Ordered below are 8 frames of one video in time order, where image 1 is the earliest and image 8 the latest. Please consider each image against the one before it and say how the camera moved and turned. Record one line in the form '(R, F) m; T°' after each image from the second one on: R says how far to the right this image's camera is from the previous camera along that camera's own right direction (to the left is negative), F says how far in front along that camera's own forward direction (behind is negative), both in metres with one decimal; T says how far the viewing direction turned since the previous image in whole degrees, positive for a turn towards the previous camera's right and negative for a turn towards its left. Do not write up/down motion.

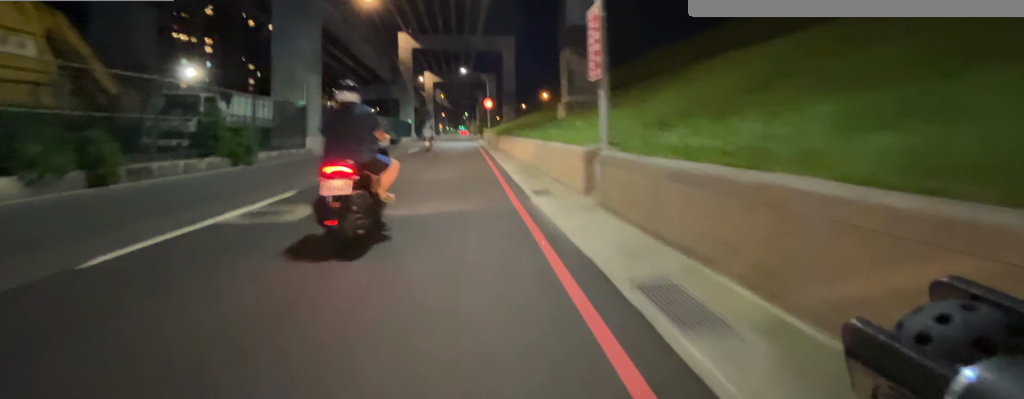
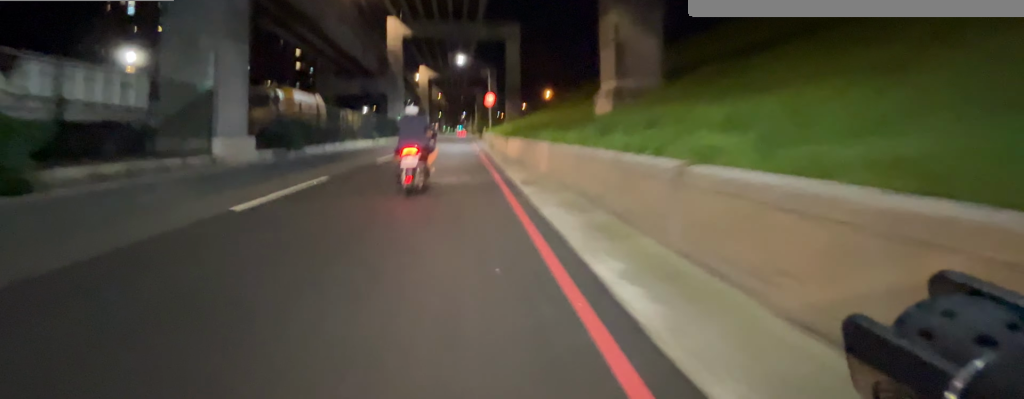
(0.0, +7.1) m; 0°
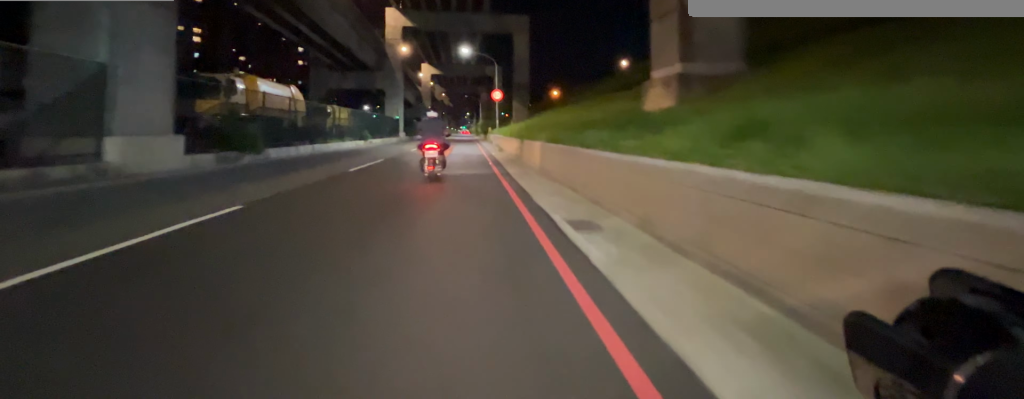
(0.0, +3.8) m; 0°
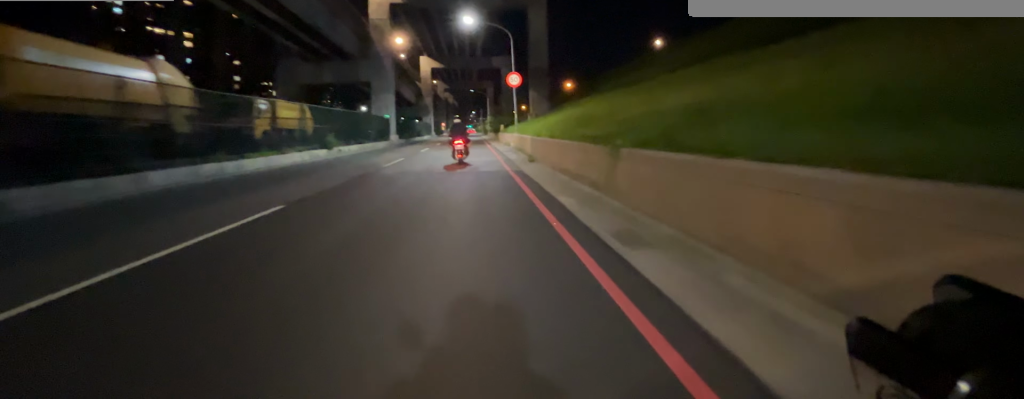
(0.0, +8.4) m; 0°
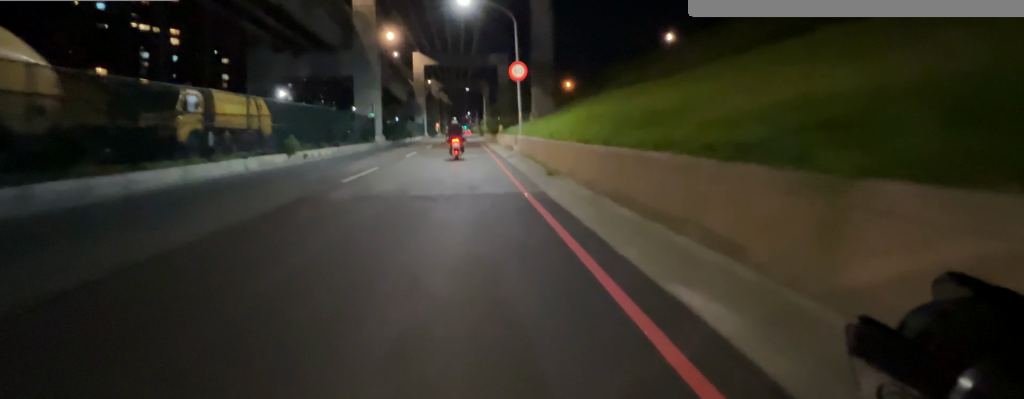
(0.0, +3.6) m; 0°
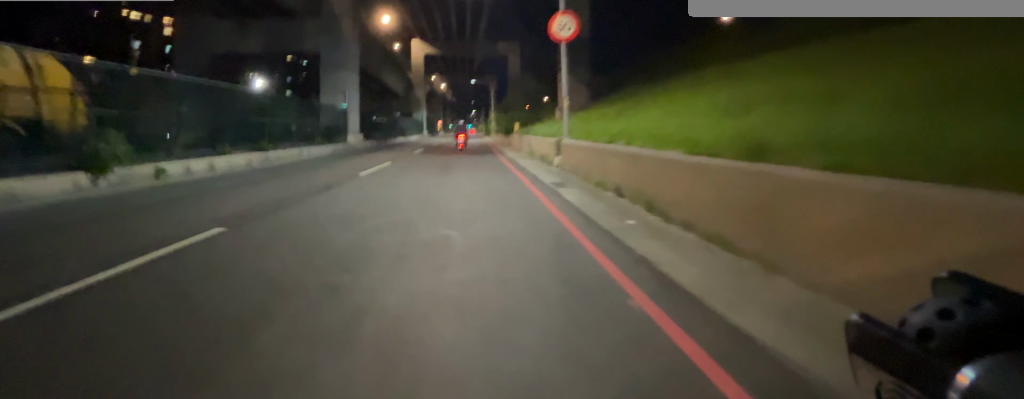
(0.0, +8.2) m; 0°
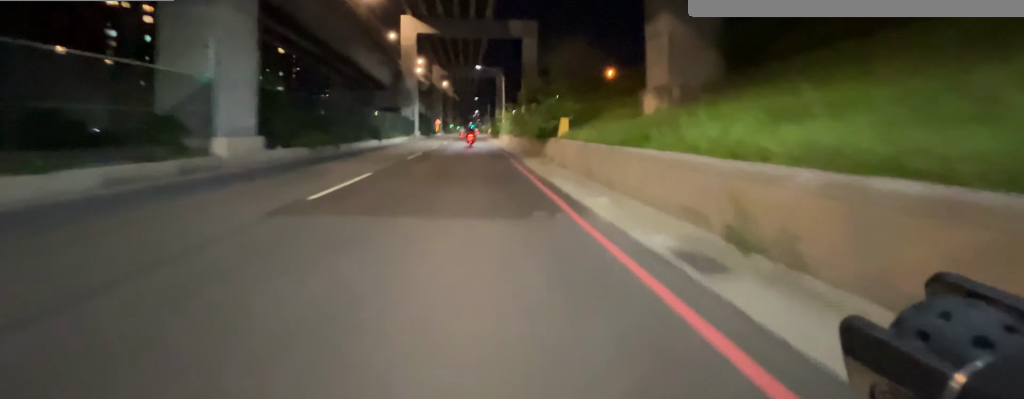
(0.0, +13.0) m; +1°
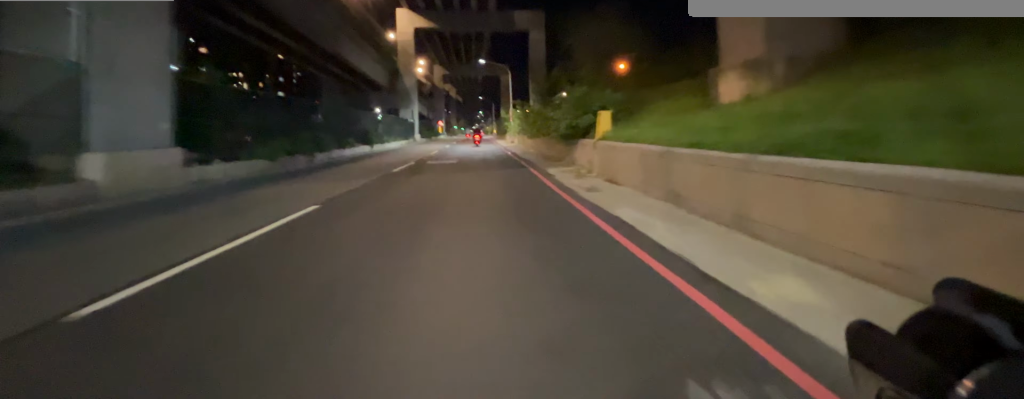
(0.0, +4.1) m; 0°
